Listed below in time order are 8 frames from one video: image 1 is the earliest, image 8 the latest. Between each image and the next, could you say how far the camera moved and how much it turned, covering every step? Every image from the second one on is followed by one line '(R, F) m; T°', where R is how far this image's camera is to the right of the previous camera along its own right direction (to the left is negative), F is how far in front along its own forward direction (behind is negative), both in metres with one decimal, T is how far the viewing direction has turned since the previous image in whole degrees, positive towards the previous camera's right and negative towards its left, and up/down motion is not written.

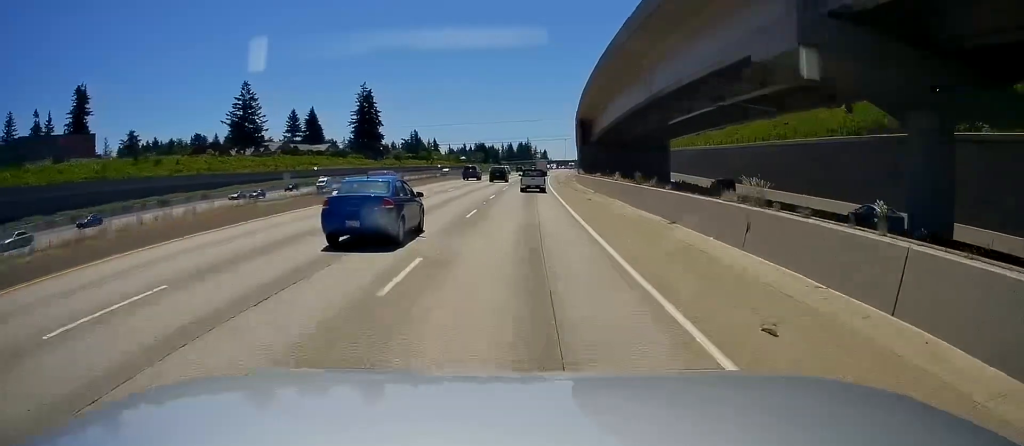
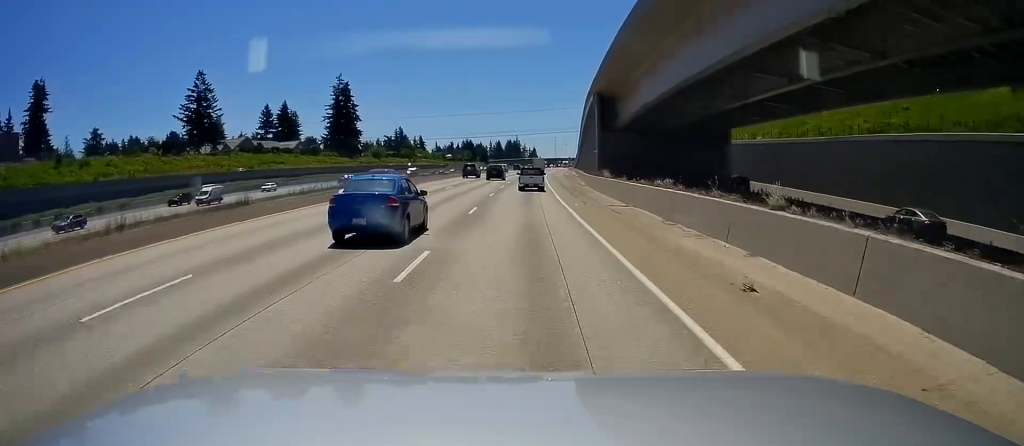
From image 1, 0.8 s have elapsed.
(+0.5, +23.2) m; +2°
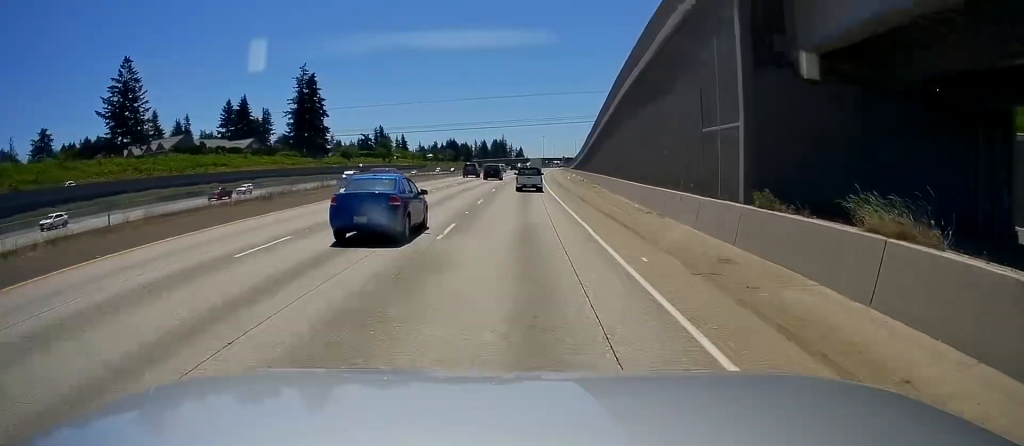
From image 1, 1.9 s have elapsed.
(+0.2, +31.0) m; 0°
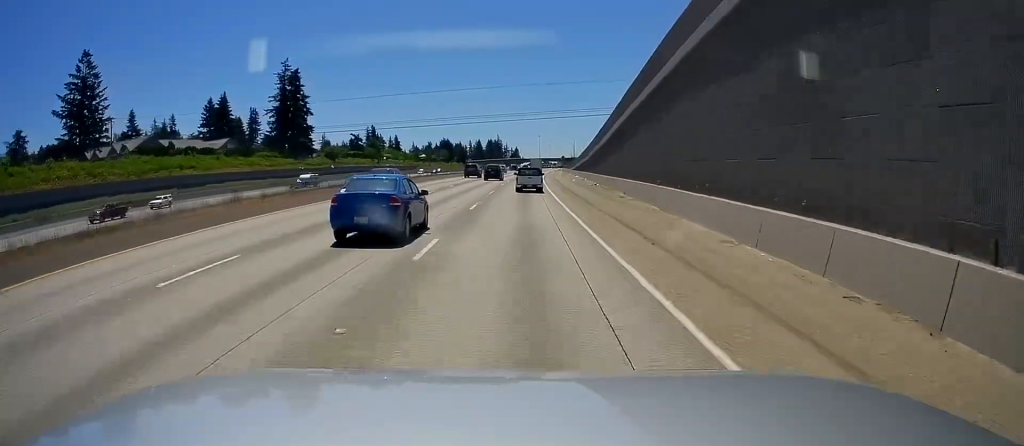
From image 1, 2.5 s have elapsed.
(0.0, +14.8) m; 0°
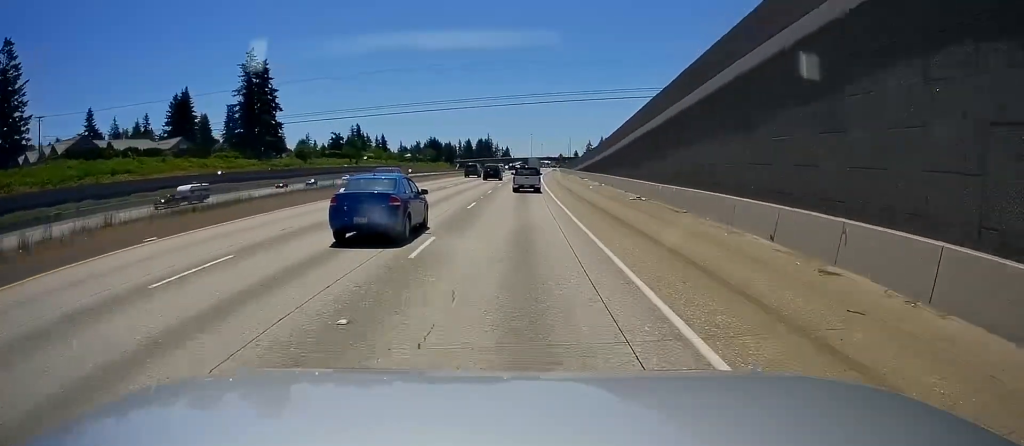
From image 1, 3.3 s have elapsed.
(-0.5, +24.0) m; +2°
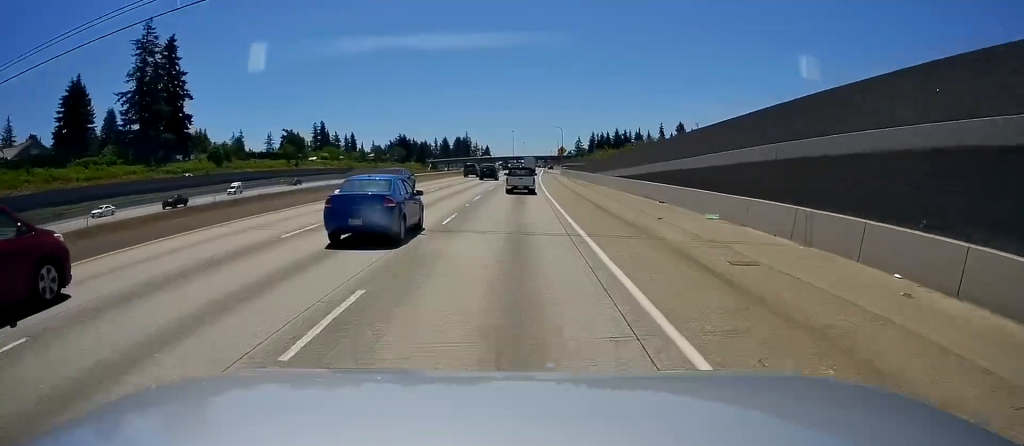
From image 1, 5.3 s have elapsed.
(+3.2, +53.9) m; +4°
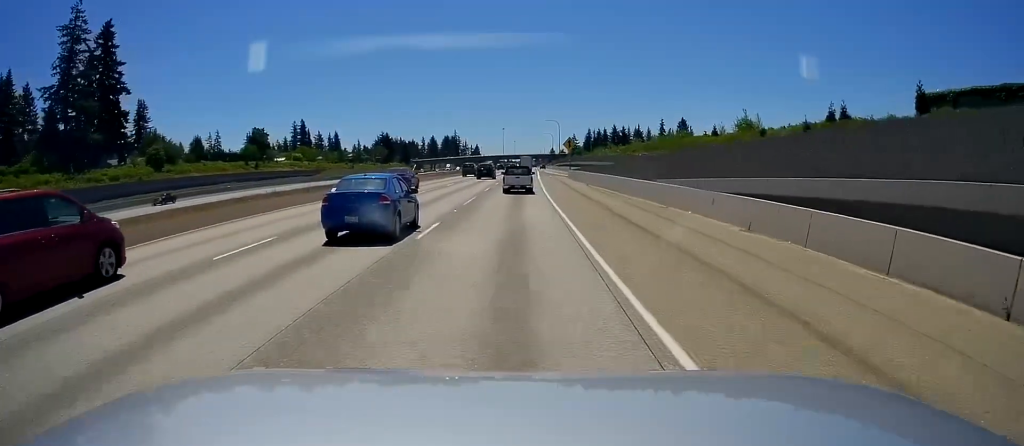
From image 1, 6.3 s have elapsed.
(+0.3, +27.4) m; 0°
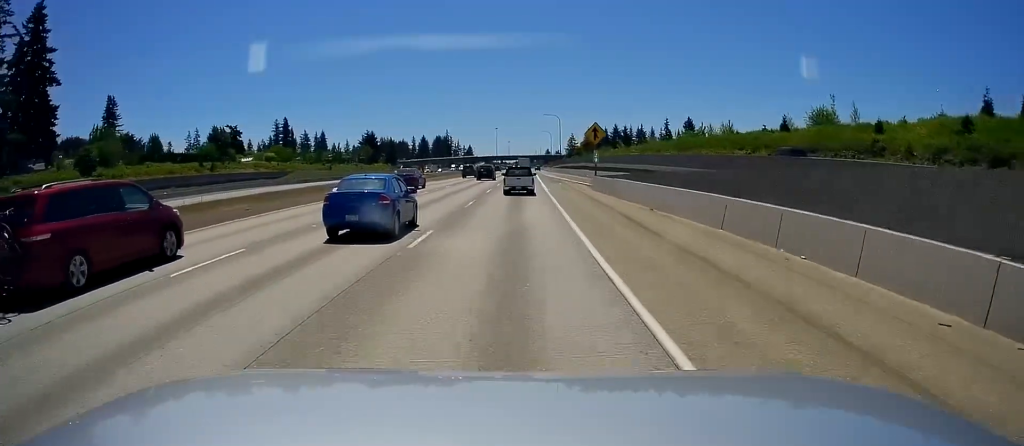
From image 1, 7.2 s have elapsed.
(-0.3, +25.7) m; +1°
